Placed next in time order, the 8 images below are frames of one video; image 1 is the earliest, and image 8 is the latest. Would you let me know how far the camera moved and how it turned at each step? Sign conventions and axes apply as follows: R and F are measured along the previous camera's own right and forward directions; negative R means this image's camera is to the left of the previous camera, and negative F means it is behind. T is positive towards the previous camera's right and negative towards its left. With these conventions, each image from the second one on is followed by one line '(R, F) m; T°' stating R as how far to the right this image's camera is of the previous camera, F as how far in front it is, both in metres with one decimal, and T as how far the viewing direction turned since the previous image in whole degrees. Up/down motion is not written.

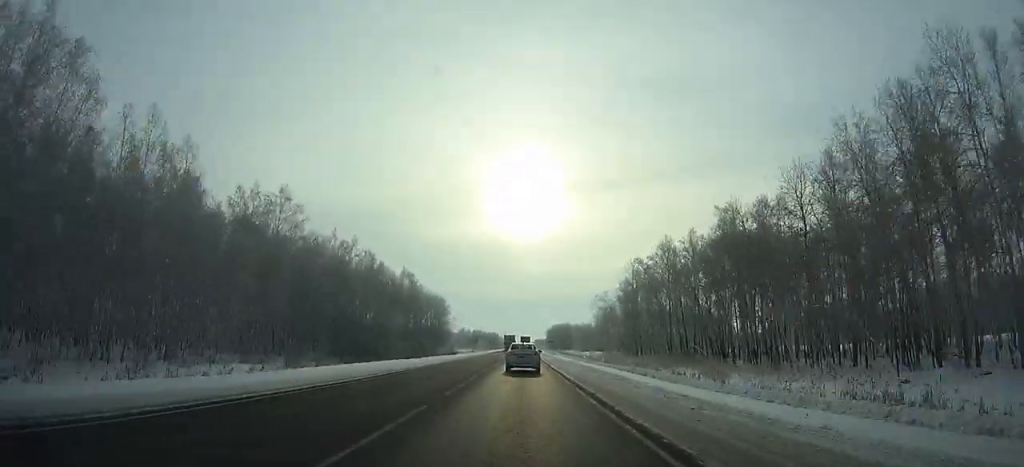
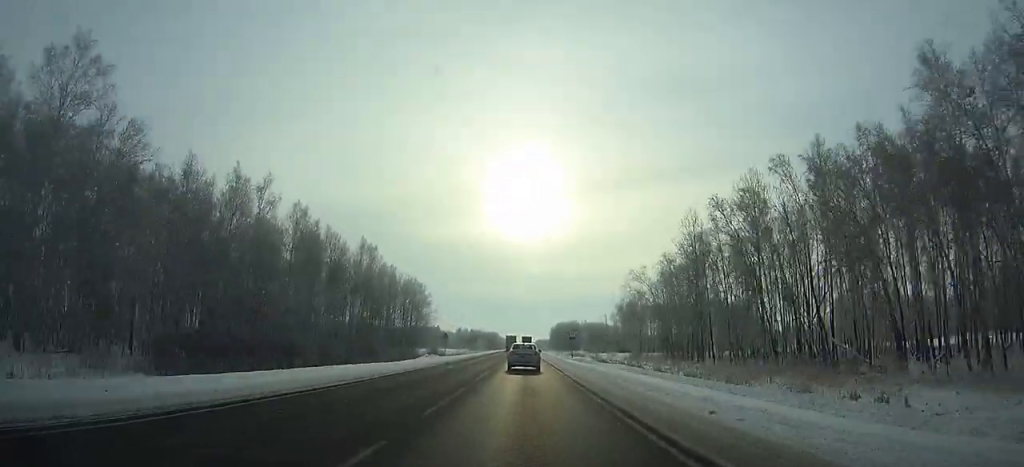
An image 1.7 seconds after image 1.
(0.0, +40.5) m; 0°
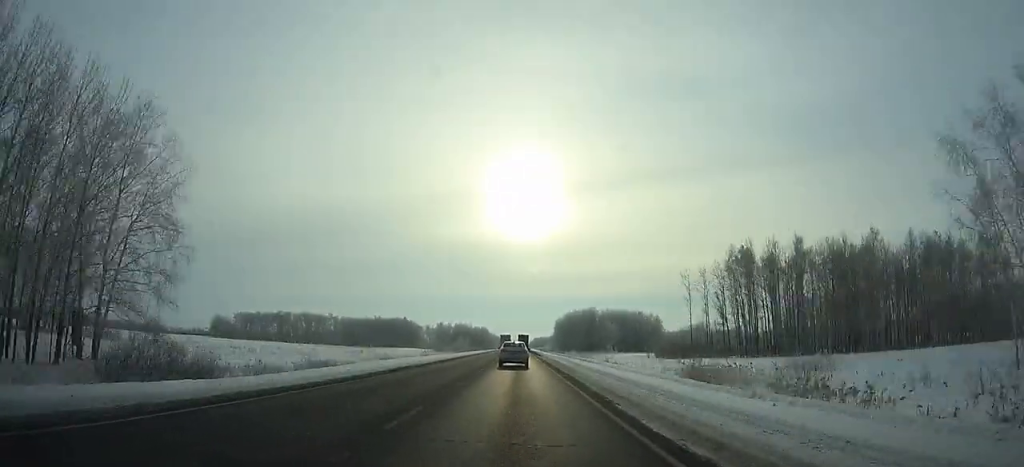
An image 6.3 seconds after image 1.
(+0.1, +111.8) m; 0°
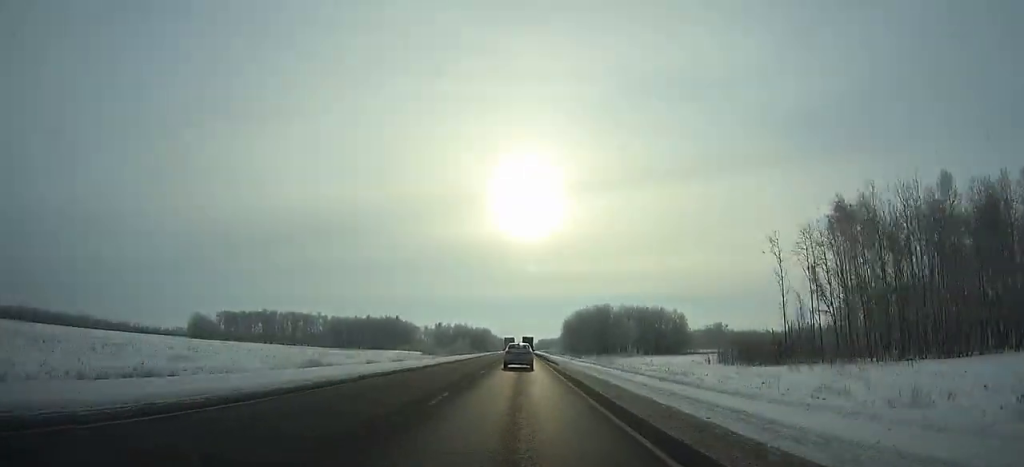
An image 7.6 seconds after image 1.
(0.0, +32.0) m; 0°
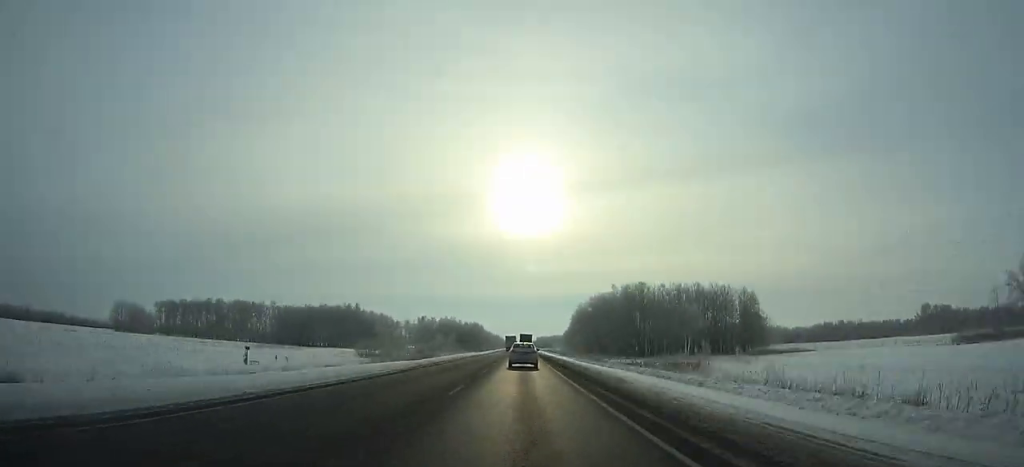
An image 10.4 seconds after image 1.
(-0.2, +69.2) m; 0°
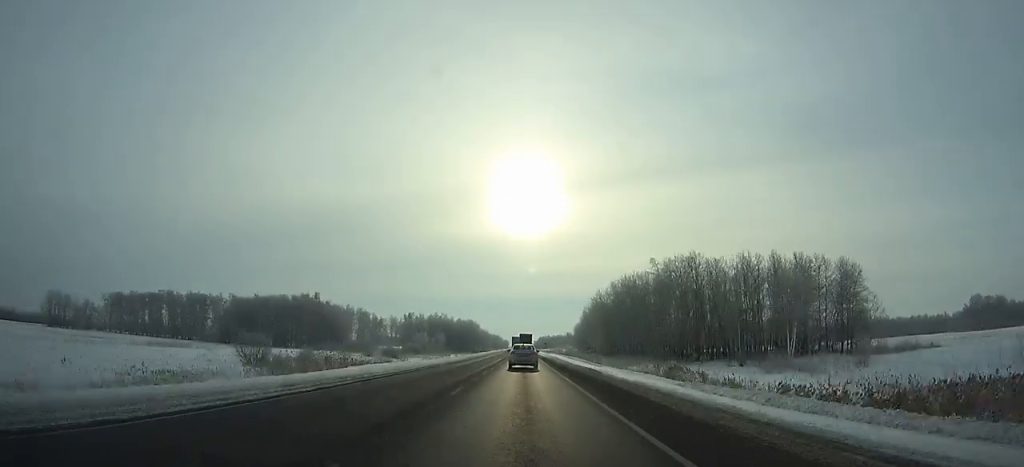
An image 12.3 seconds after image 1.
(-0.1, +46.9) m; 0°
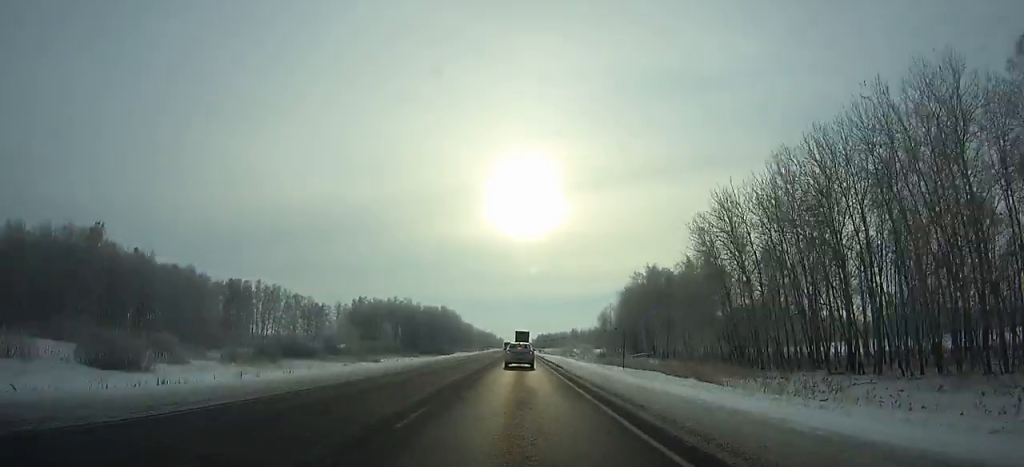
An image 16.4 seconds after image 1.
(+0.5, +100.2) m; 0°
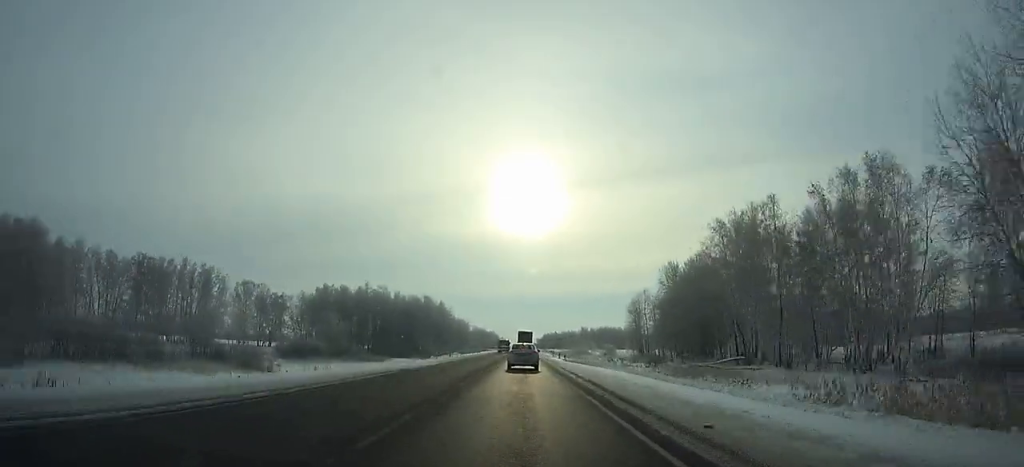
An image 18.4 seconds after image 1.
(0.0, +48.2) m; 0°
